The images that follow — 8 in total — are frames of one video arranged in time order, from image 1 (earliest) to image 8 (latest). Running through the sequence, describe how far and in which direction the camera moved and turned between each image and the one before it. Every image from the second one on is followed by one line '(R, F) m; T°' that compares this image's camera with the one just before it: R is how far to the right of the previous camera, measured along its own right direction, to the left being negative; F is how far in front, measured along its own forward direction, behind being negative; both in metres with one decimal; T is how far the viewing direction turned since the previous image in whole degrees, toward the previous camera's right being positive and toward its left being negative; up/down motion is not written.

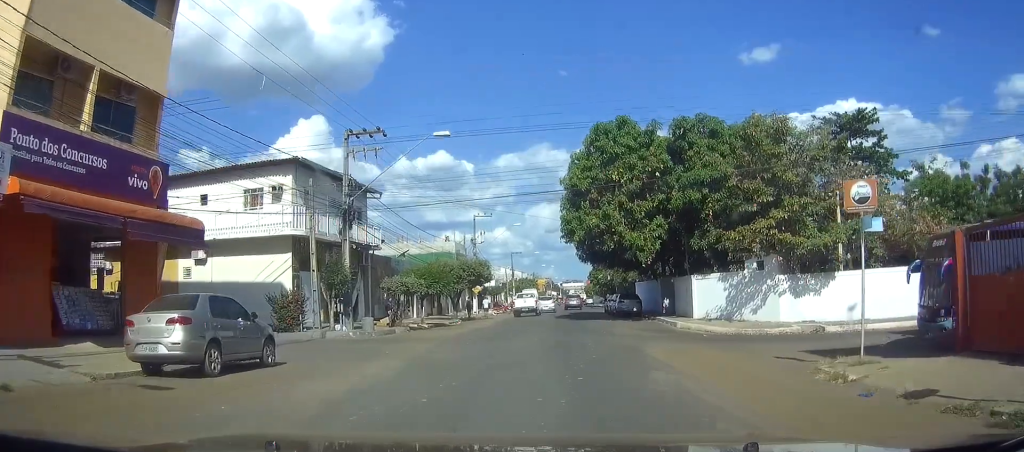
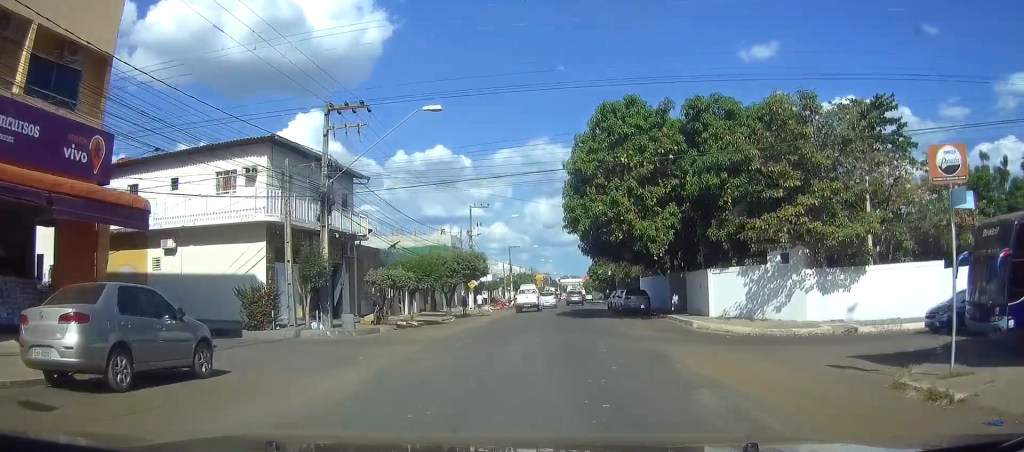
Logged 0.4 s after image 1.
(+0.1, +3.2) m; -2°
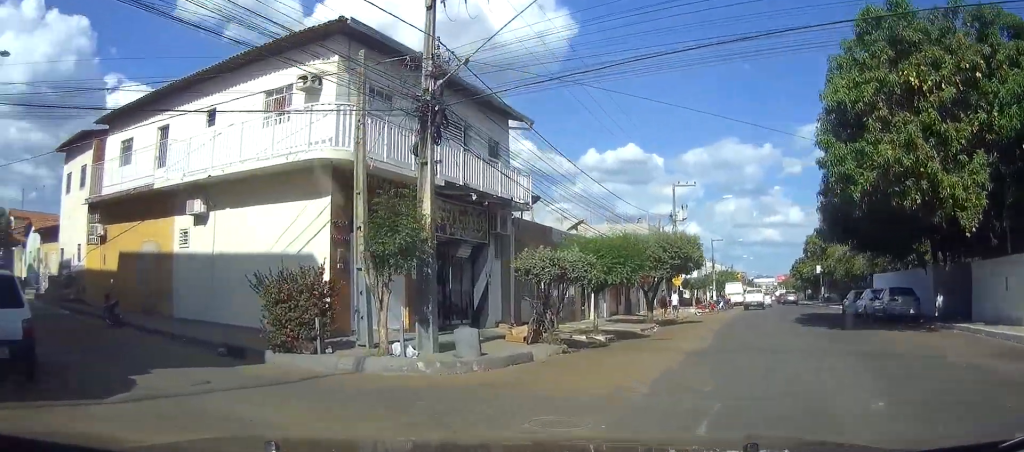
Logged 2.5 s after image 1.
(-1.4, +12.6) m; -18°
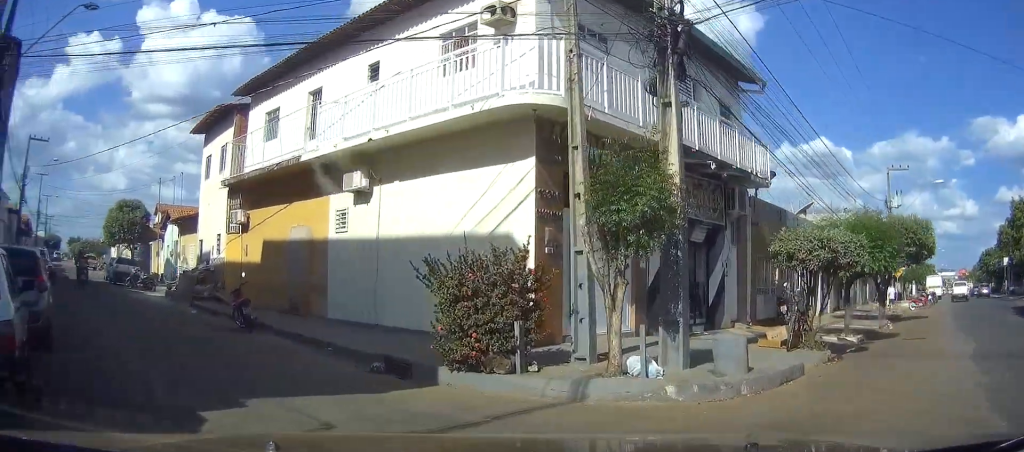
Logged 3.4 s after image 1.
(-0.7, +4.5) m; -14°
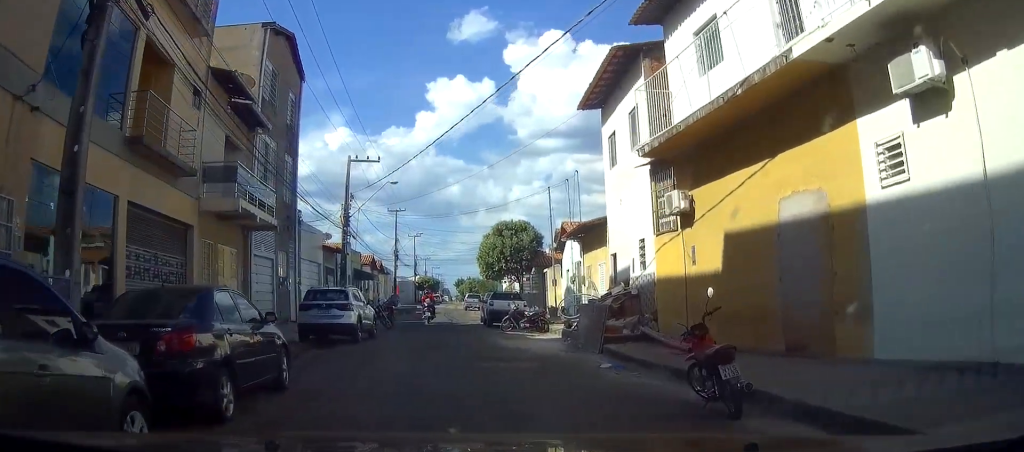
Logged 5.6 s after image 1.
(-2.2, +9.1) m; -26°
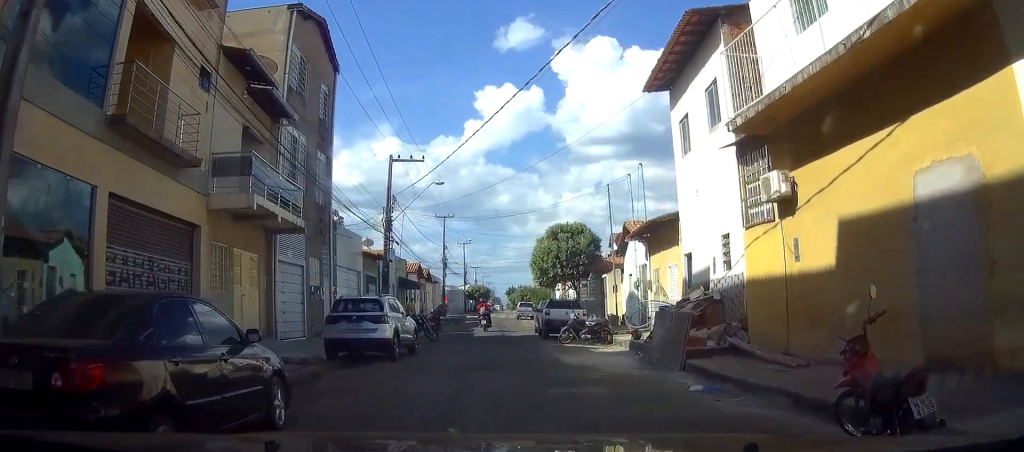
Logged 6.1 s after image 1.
(-0.1, +2.6) m; -6°
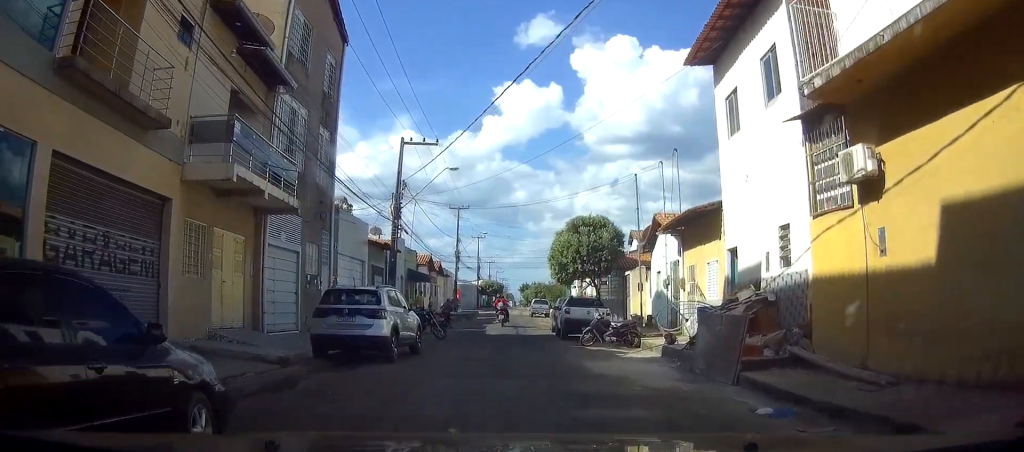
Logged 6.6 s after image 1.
(-0.1, +2.3) m; -5°
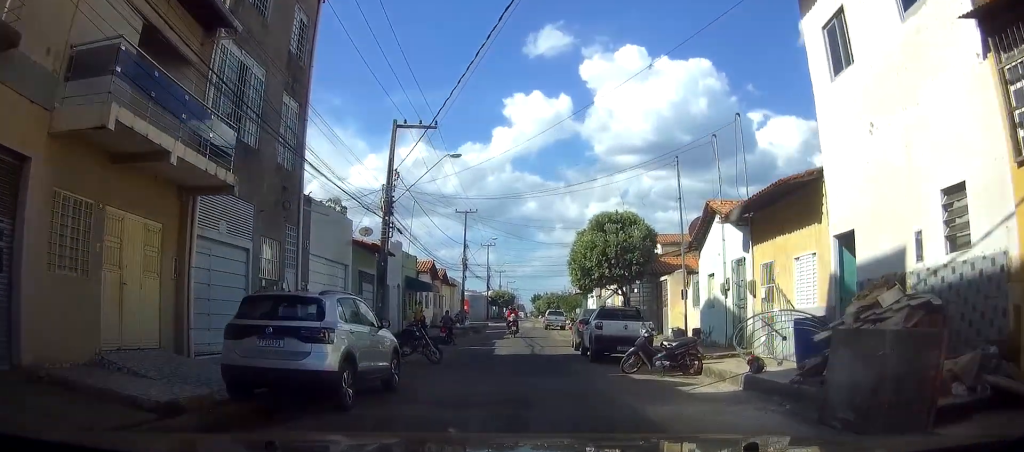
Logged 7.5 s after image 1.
(-0.4, +4.9) m; -4°
